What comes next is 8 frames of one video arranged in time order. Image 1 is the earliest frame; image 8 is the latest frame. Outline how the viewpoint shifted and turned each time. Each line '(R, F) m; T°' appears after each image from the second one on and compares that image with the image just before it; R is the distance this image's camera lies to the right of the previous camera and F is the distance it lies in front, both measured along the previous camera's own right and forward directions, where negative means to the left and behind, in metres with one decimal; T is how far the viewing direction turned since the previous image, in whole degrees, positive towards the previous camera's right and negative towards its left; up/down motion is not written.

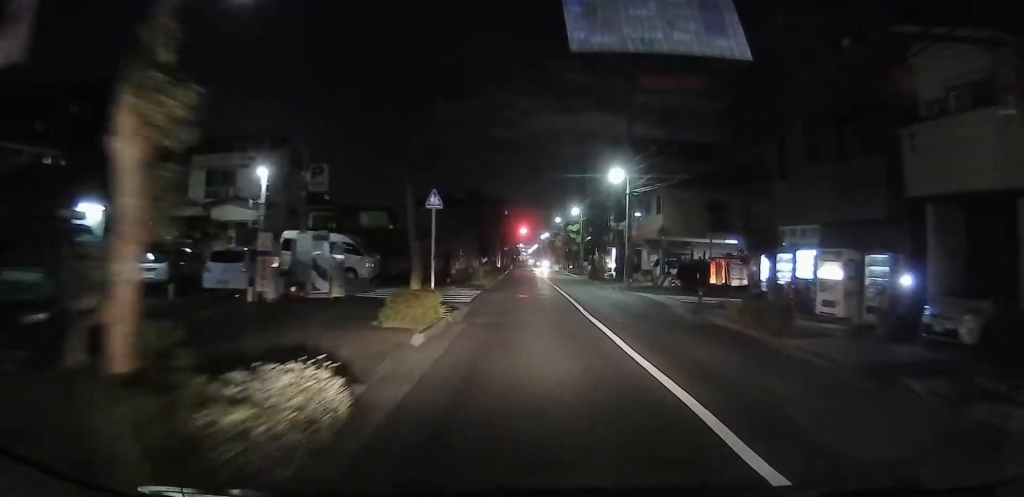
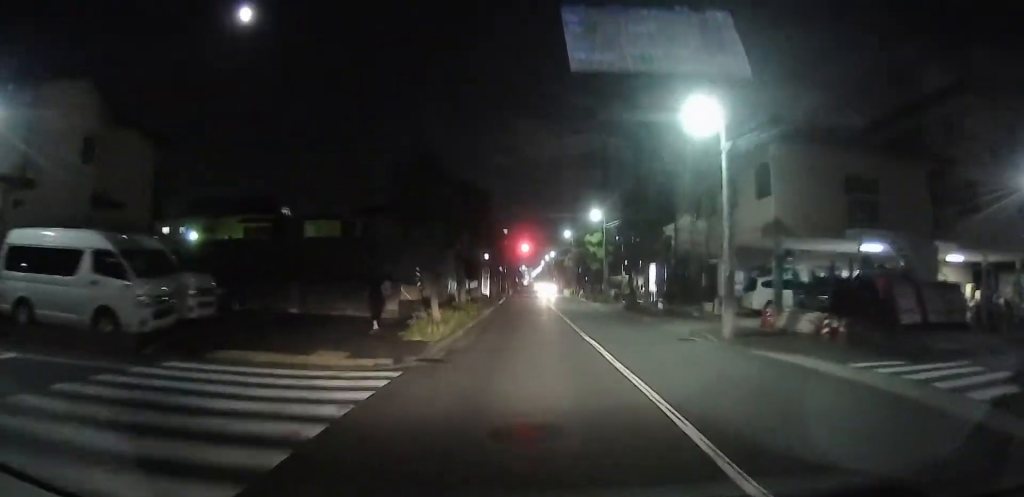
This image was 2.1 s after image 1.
(0.0, +16.7) m; -3°
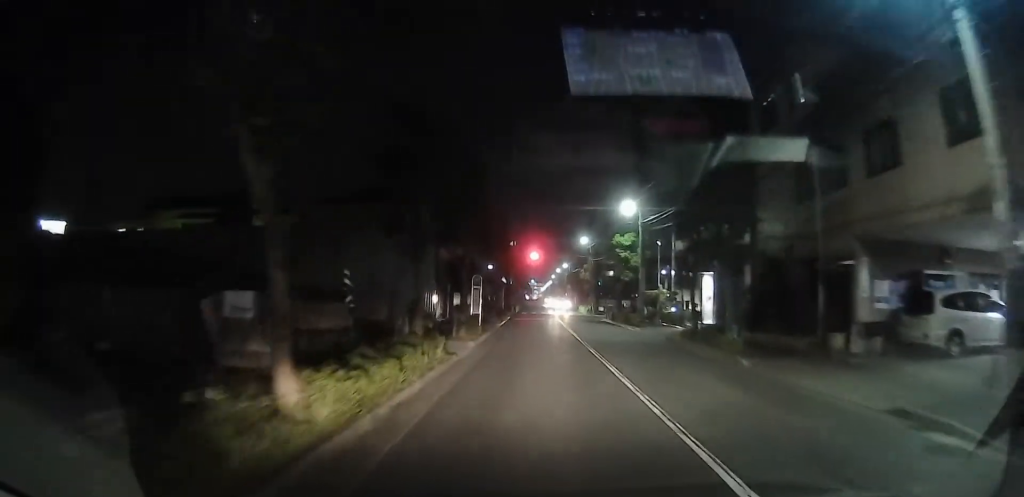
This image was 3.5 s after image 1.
(-0.7, +11.5) m; 0°
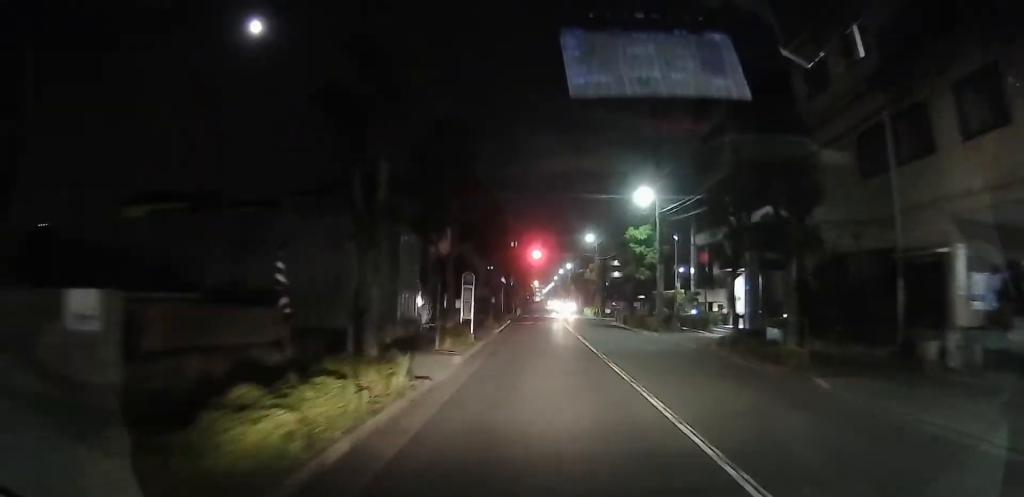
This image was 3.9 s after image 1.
(+0.3, +4.0) m; +1°
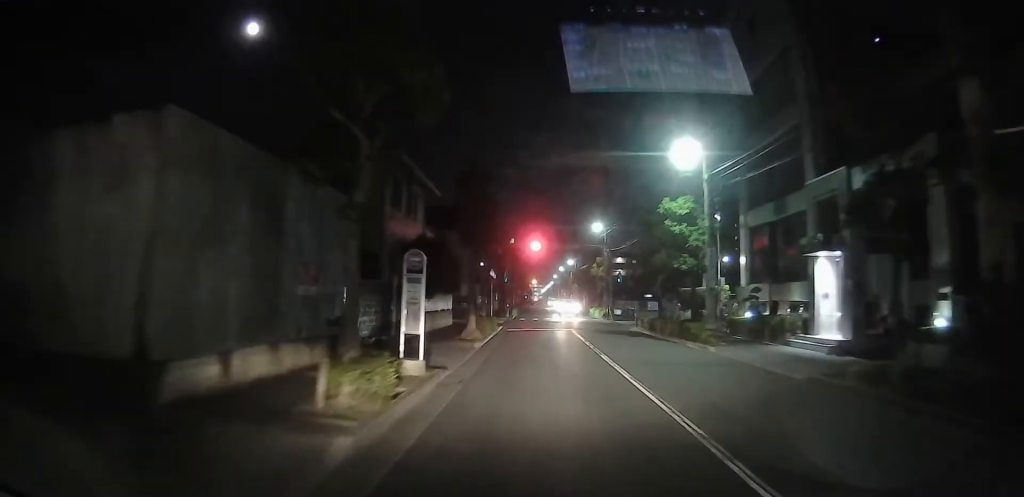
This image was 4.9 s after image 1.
(+0.3, +8.1) m; 0°
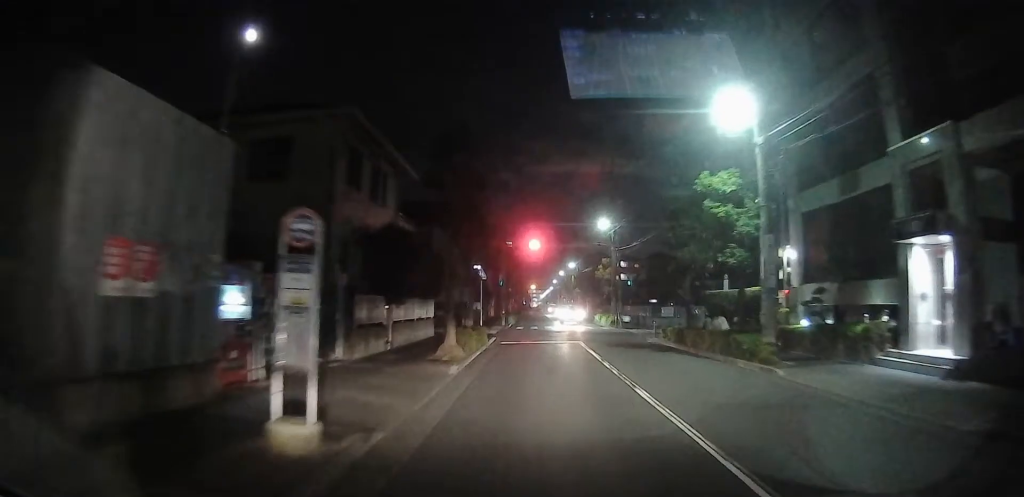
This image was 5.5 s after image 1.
(-0.3, +5.1) m; -1°
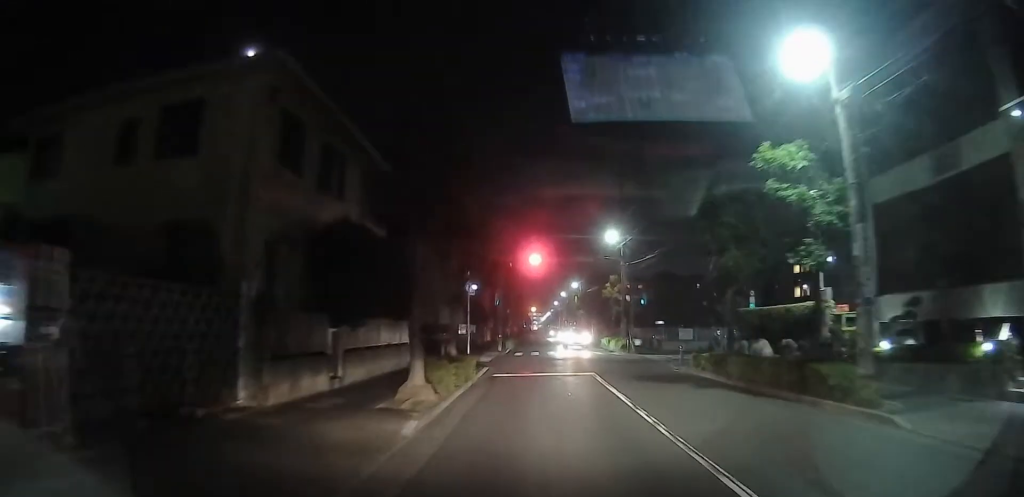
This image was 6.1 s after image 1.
(+0.1, +4.4) m; +1°
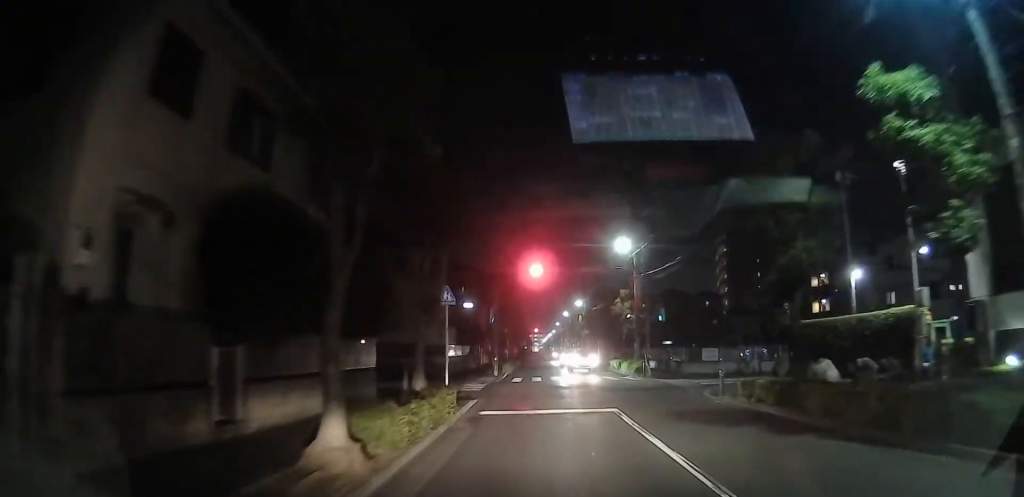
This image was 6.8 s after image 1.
(+0.1, +5.0) m; +1°
